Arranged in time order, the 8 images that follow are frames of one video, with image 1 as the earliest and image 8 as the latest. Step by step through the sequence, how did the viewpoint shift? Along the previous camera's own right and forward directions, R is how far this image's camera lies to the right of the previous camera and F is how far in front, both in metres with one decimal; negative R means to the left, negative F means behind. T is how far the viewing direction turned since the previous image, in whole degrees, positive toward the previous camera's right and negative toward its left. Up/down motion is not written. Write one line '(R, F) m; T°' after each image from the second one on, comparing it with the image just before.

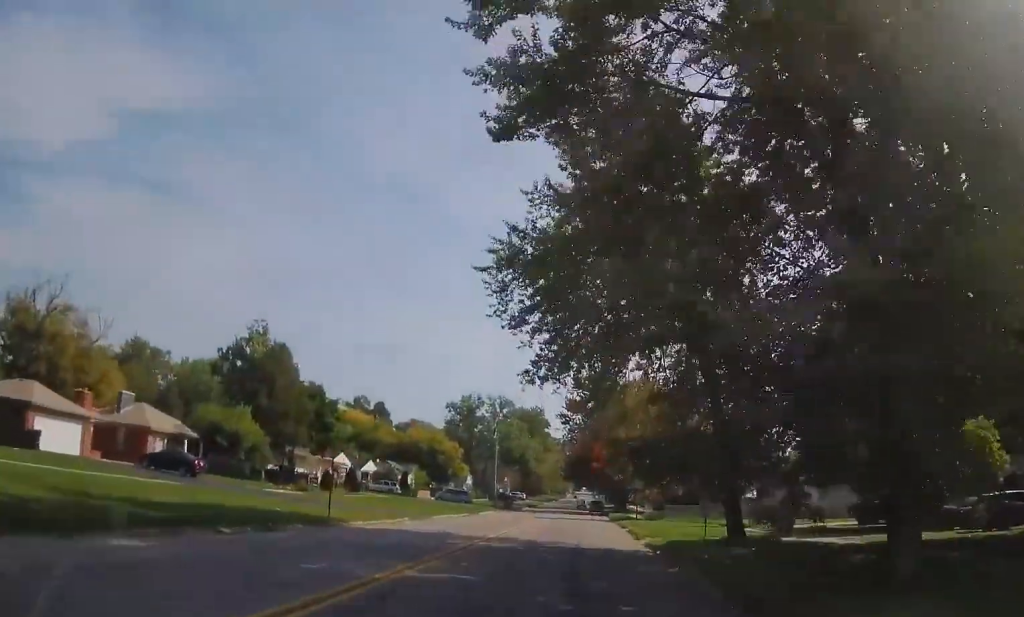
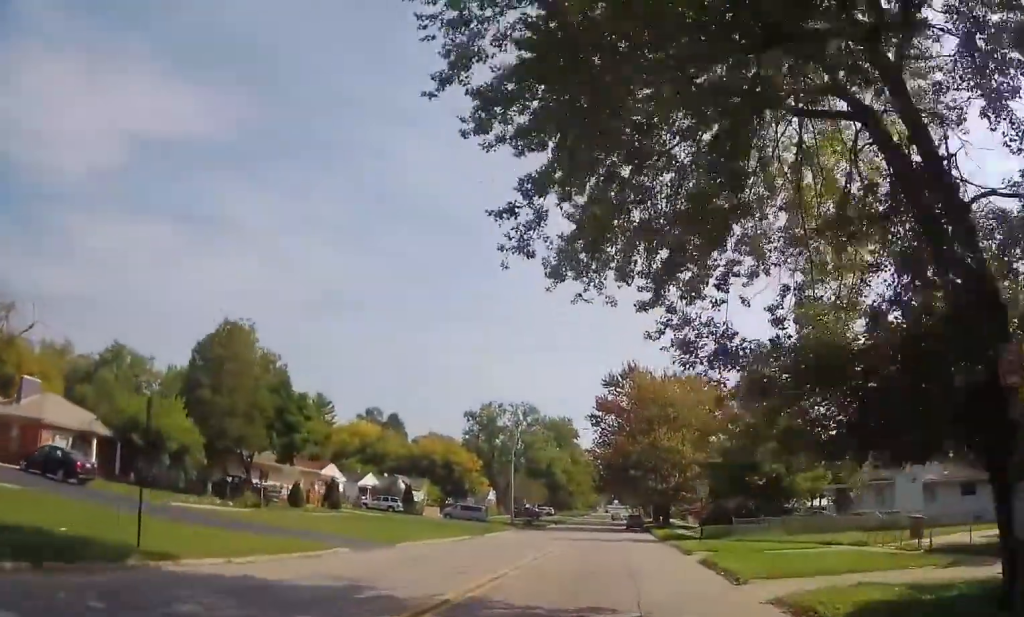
(0.0, +13.9) m; +1°
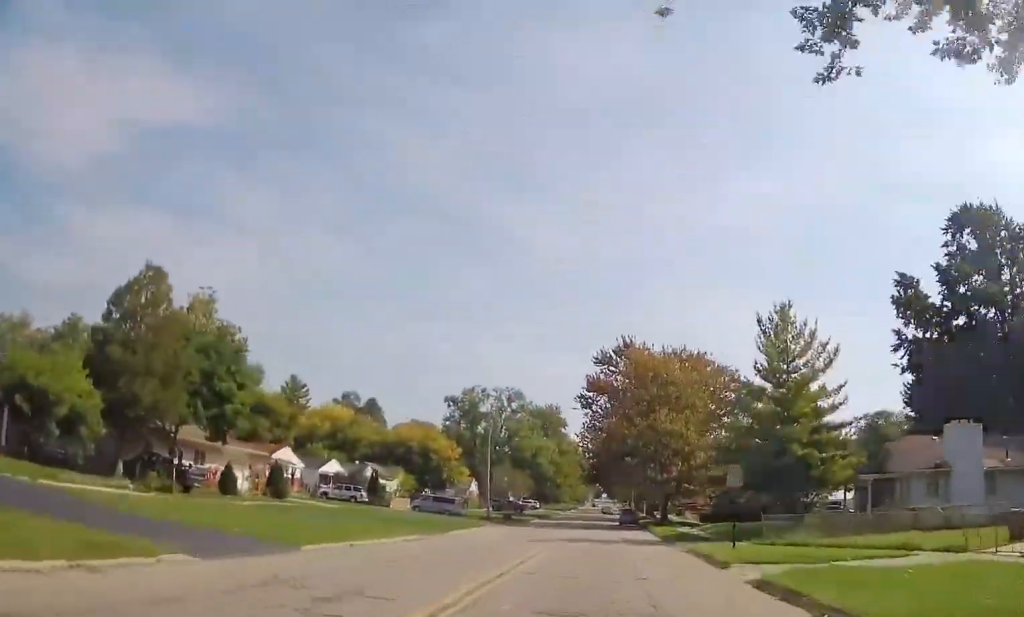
(0.0, +9.1) m; +1°
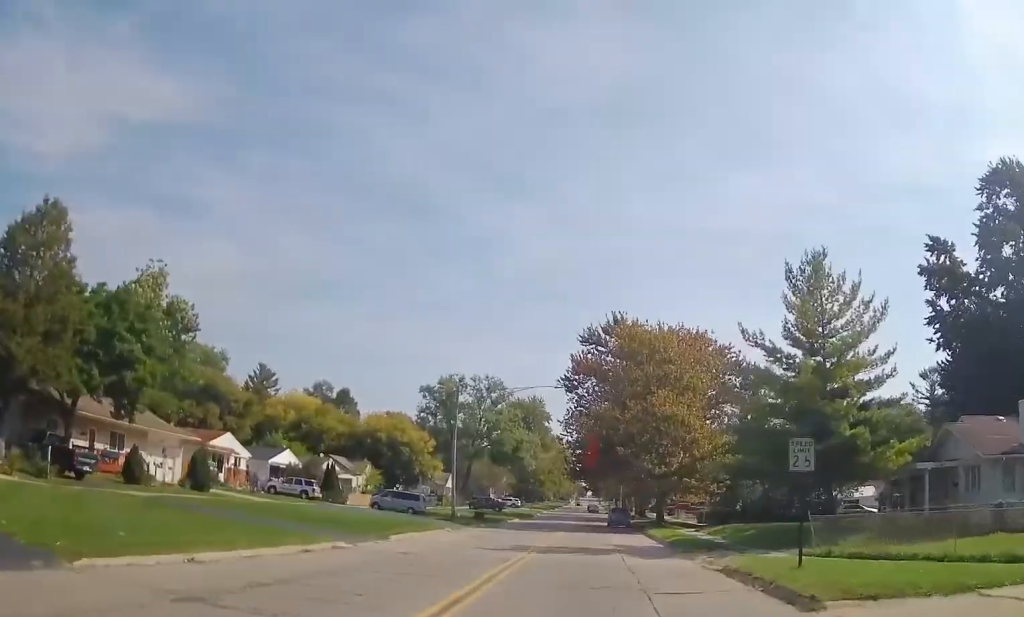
(+0.3, +8.7) m; 0°
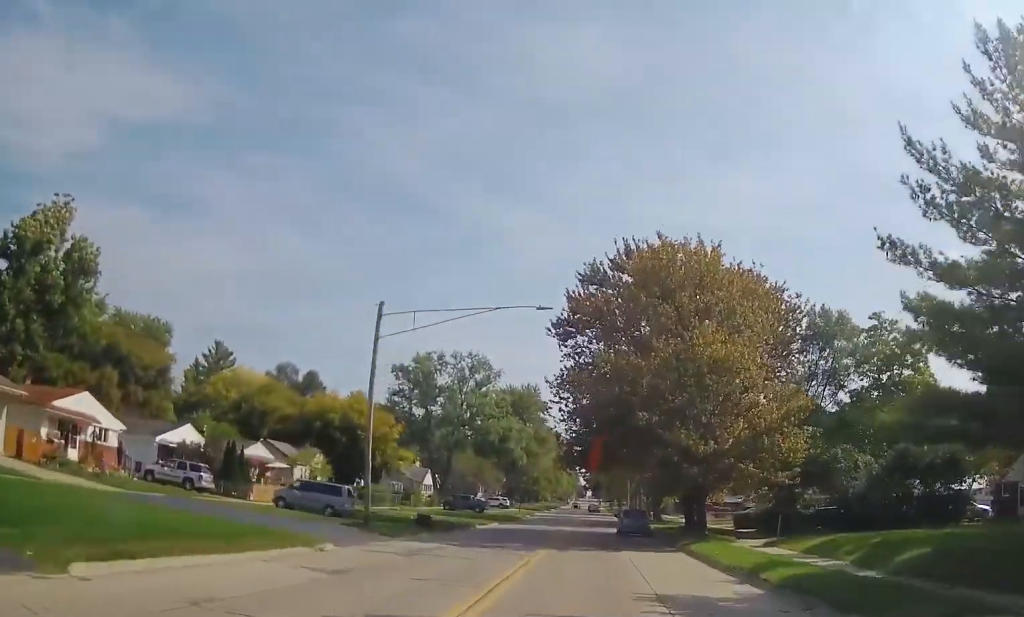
(-0.5, +18.2) m; -2°
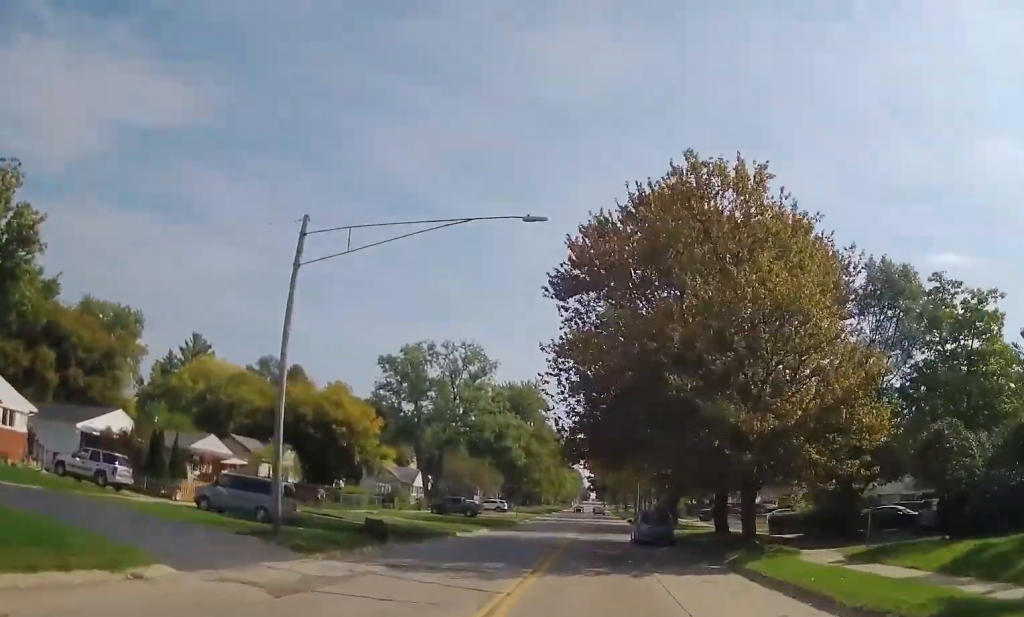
(0.0, +8.9) m; 0°
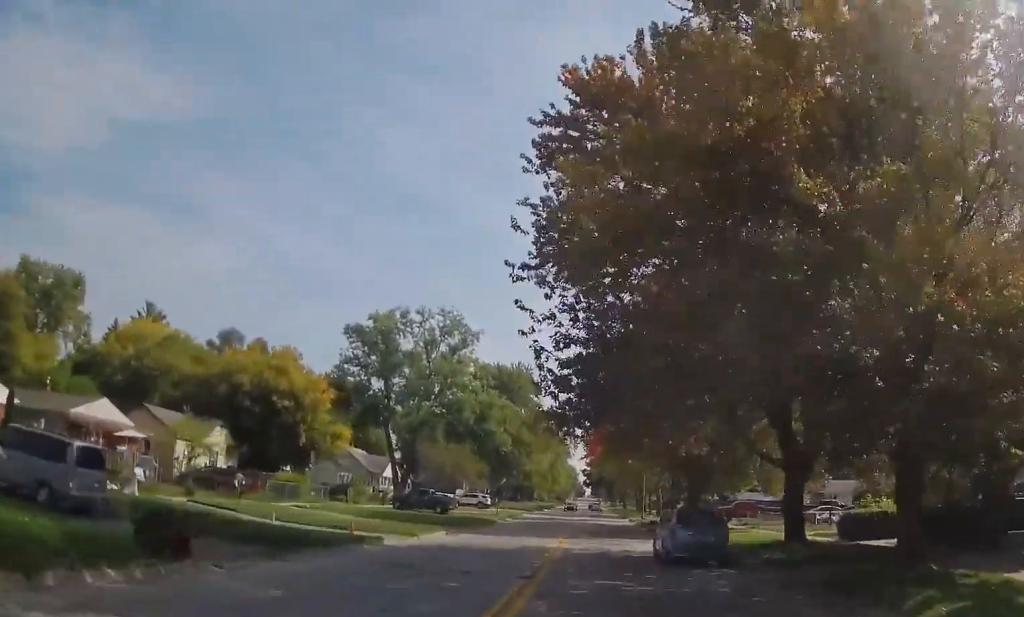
(0.0, +13.3) m; 0°
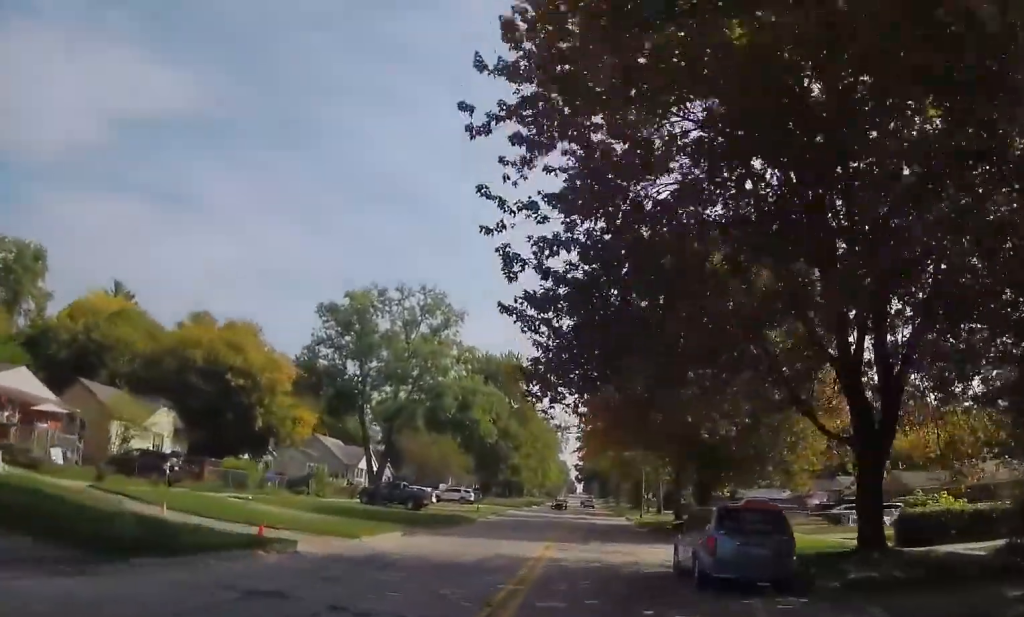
(0.0, +7.1) m; 0°
